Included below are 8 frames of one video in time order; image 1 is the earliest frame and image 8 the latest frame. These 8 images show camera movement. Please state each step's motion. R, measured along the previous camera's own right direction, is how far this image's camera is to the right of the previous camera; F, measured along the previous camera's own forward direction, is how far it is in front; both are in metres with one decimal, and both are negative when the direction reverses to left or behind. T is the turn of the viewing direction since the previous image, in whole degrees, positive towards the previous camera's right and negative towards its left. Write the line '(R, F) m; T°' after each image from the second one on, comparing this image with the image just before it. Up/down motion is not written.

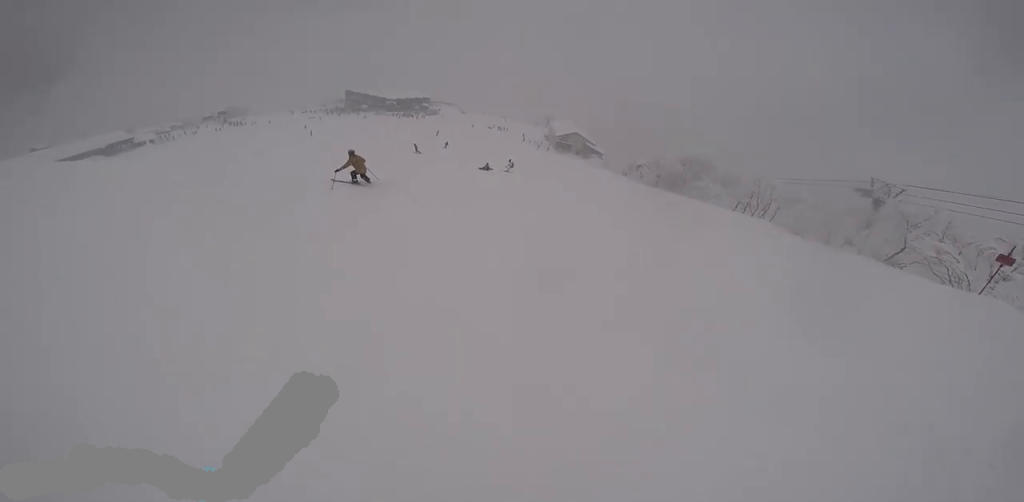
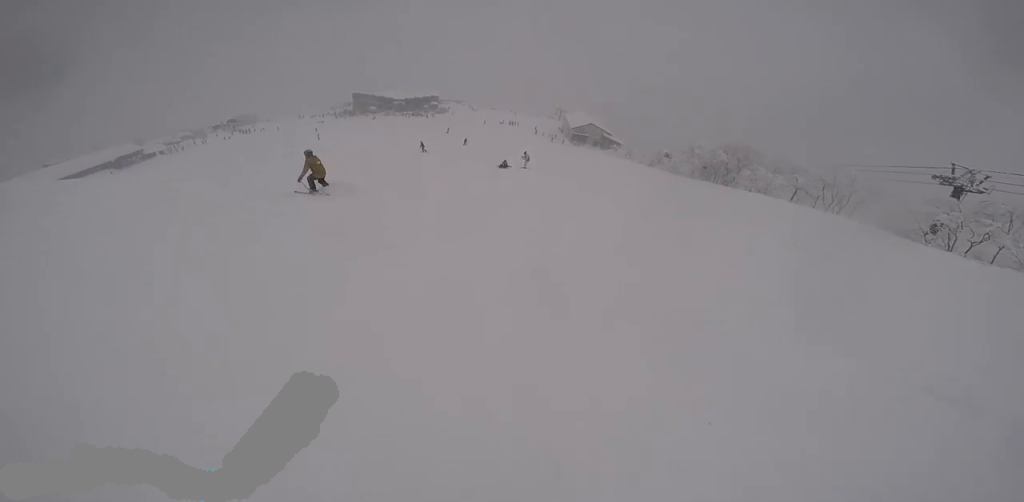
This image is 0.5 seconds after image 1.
(0.0, +4.4) m; -1°
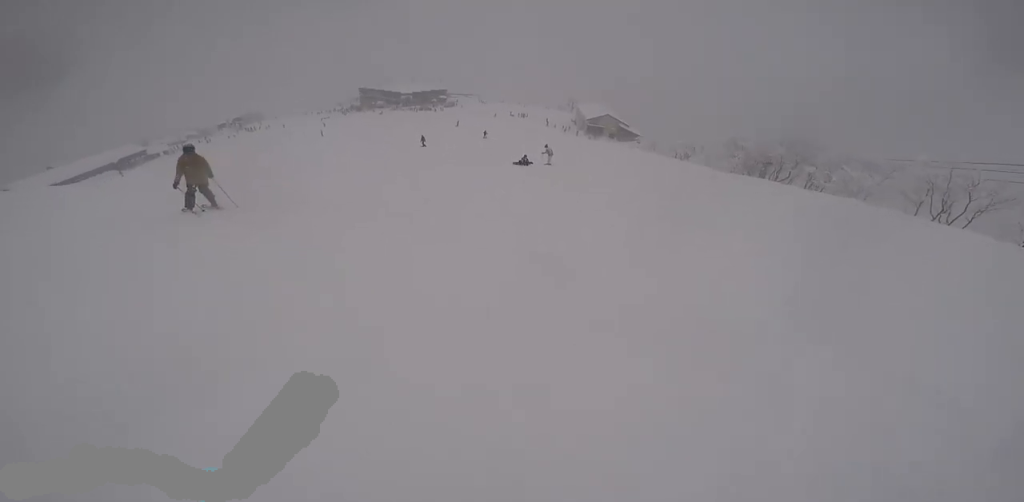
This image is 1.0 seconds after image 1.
(0.0, +5.6) m; -4°
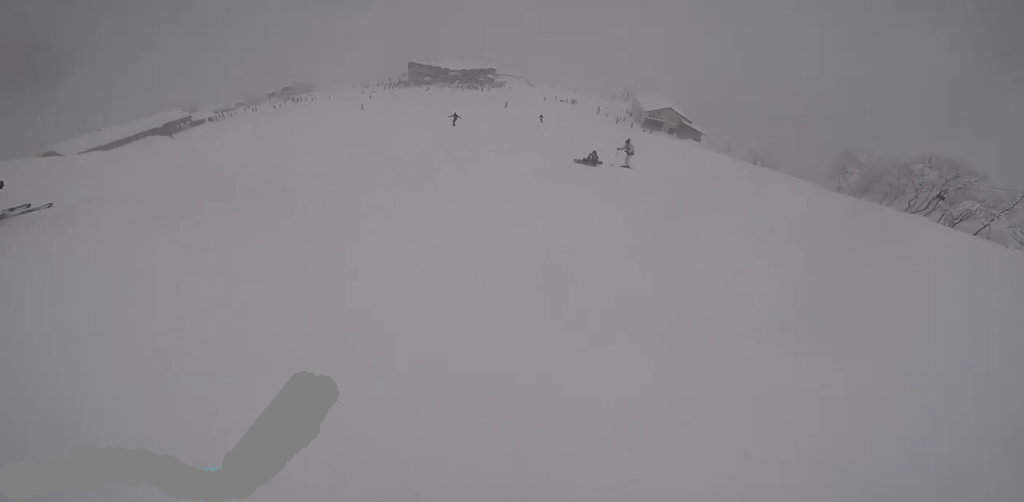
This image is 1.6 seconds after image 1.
(-0.1, +7.0) m; -4°
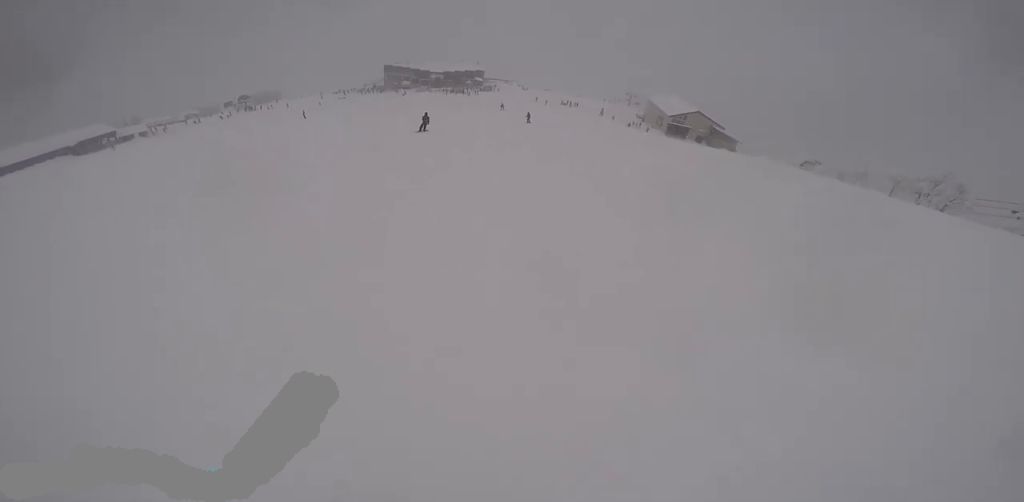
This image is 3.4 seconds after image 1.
(-2.0, +22.4) m; -5°
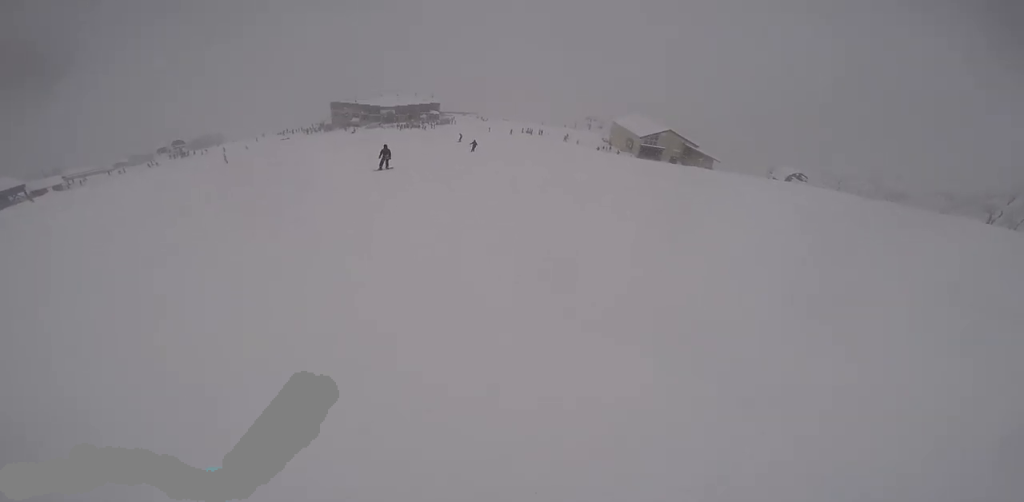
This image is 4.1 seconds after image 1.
(0.0, +9.4) m; +1°
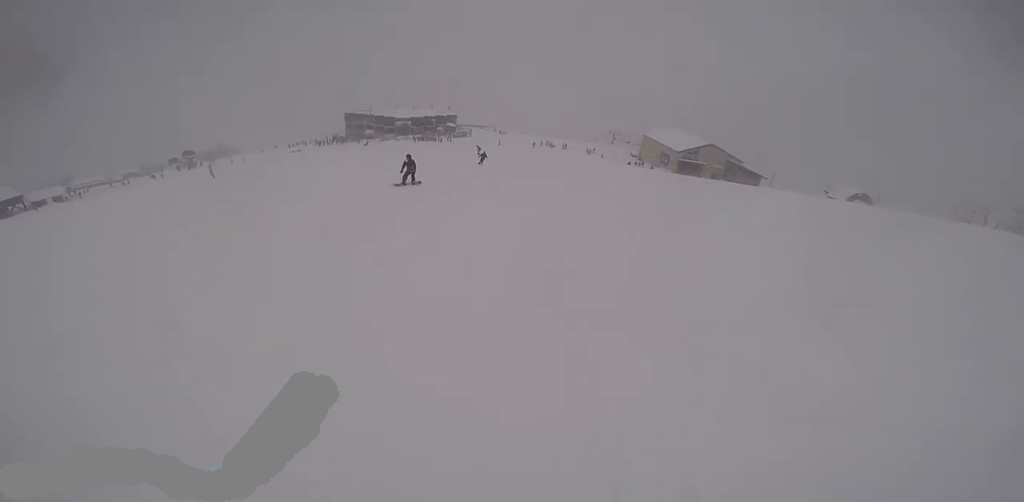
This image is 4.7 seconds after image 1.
(0.0, +8.2) m; -1°
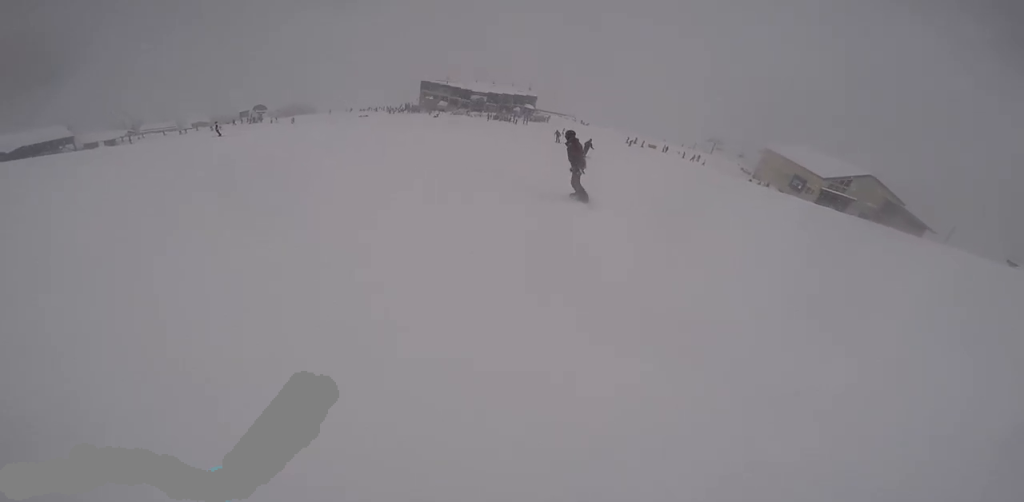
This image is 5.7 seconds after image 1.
(-0.4, +14.3) m; -5°
